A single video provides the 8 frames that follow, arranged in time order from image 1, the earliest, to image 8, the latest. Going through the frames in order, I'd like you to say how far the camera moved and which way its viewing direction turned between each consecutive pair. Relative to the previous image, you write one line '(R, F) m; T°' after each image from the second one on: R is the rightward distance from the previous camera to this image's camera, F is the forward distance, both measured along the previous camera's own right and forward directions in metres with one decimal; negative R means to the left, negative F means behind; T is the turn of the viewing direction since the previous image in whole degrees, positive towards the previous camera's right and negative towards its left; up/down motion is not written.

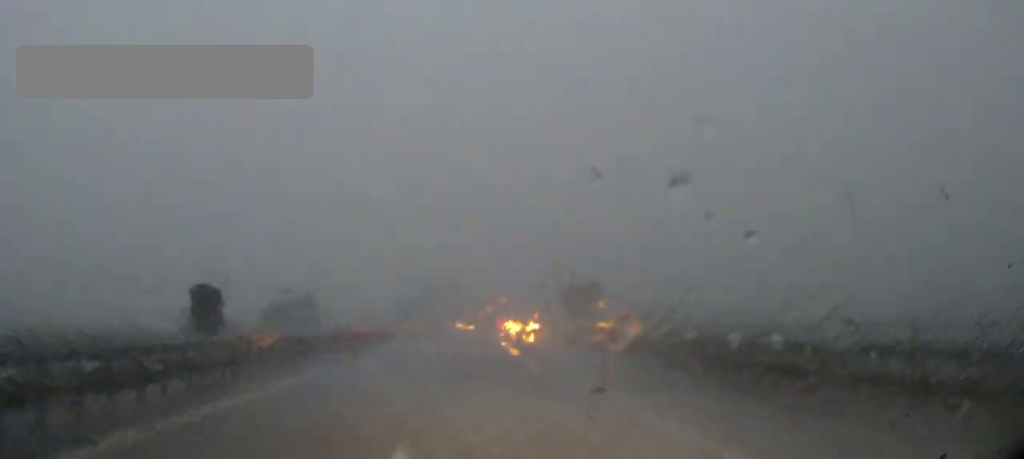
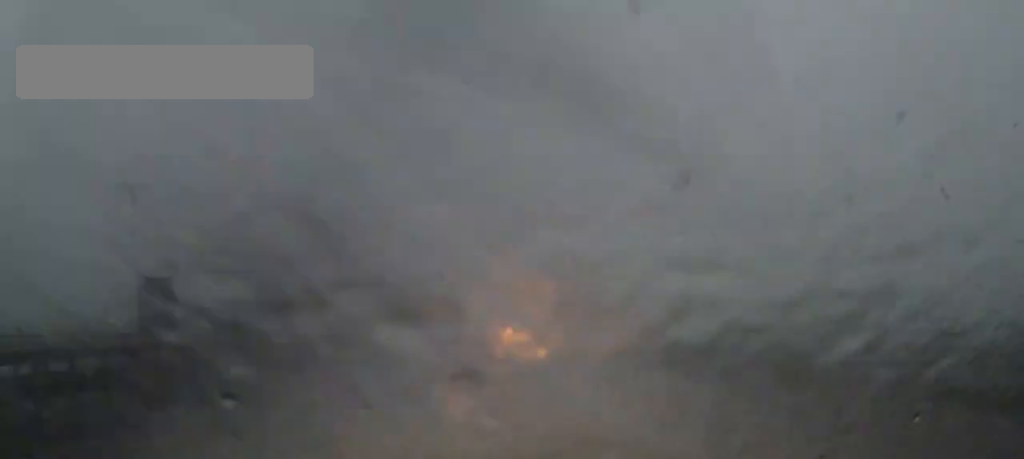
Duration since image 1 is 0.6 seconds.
(0.0, +3.5) m; 0°
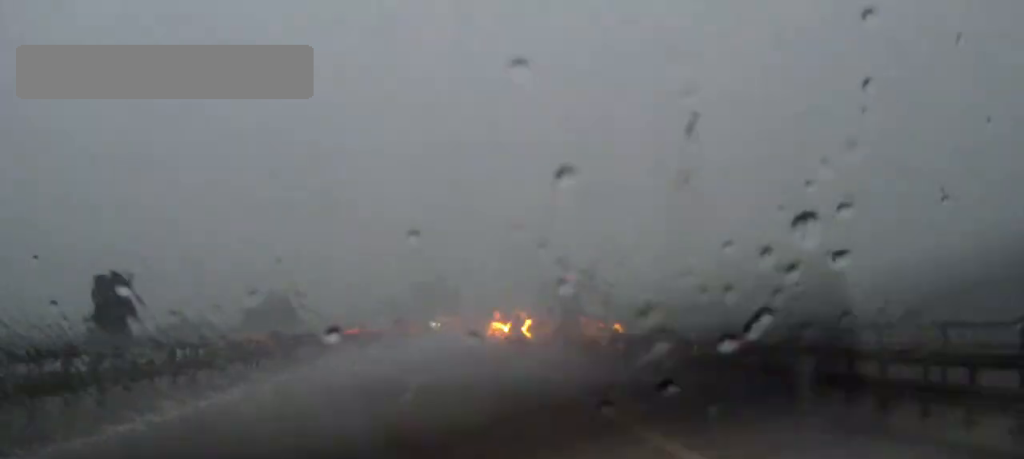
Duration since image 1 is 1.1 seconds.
(0.0, +2.6) m; 0°
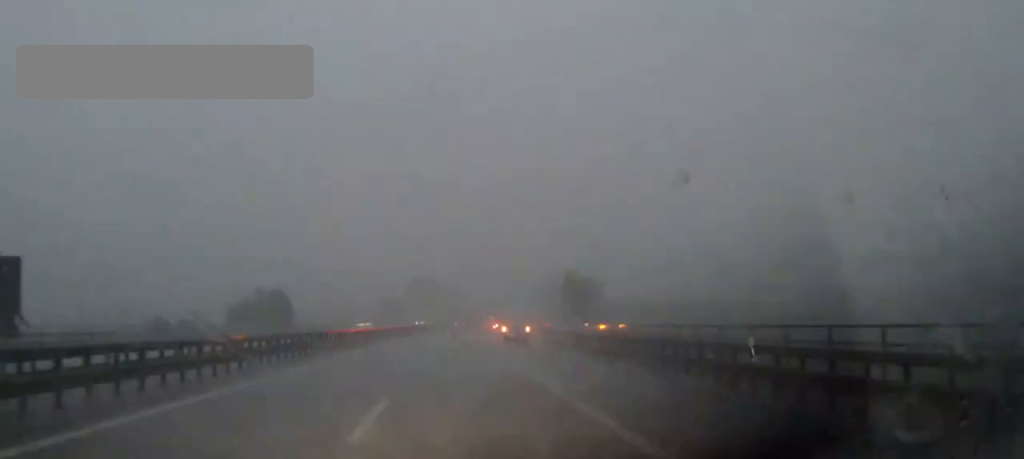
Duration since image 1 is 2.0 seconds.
(0.0, +5.2) m; 0°
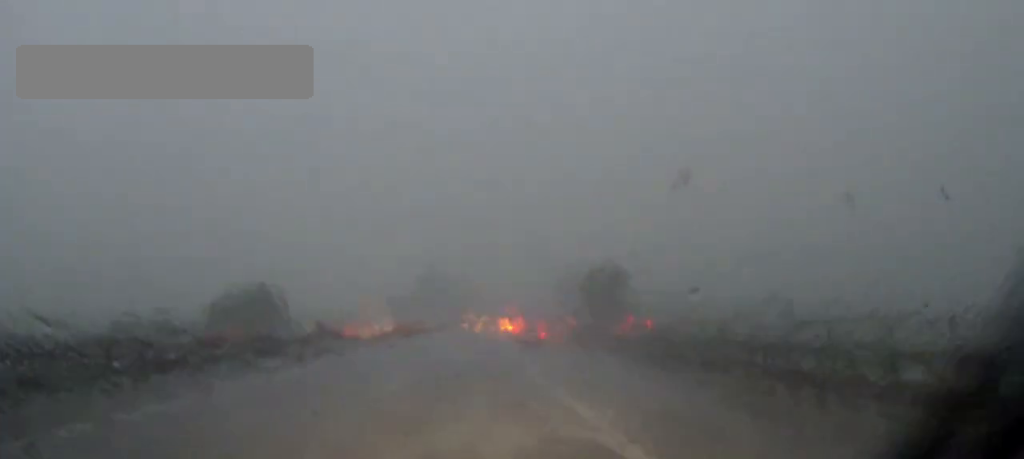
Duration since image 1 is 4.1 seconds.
(-0.1, +11.8) m; -2°
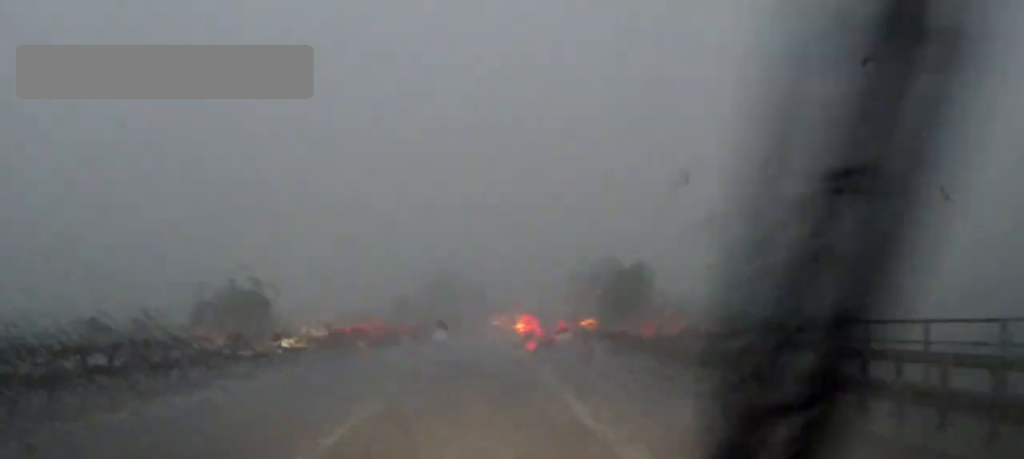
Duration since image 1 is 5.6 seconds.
(-0.1, +8.1) m; -1°
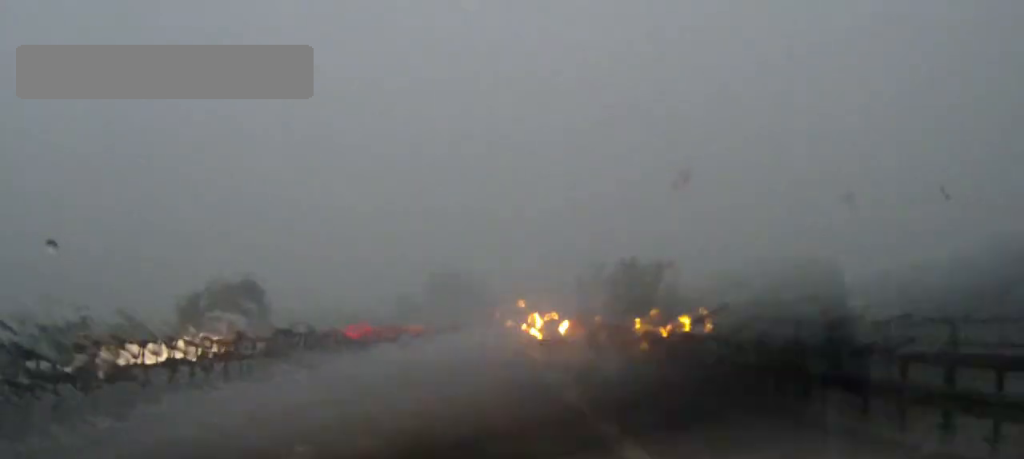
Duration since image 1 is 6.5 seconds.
(0.0, +5.3) m; 0°
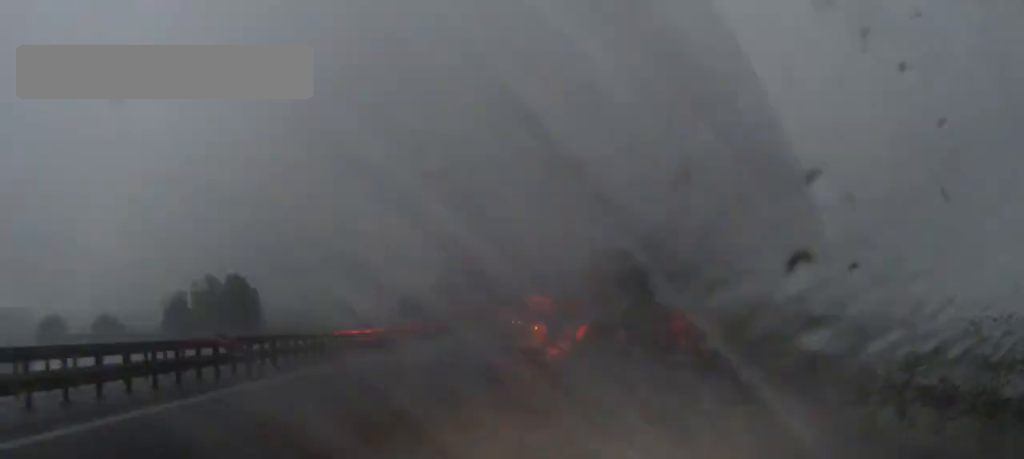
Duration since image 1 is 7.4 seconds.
(0.0, +5.1) m; -1°
